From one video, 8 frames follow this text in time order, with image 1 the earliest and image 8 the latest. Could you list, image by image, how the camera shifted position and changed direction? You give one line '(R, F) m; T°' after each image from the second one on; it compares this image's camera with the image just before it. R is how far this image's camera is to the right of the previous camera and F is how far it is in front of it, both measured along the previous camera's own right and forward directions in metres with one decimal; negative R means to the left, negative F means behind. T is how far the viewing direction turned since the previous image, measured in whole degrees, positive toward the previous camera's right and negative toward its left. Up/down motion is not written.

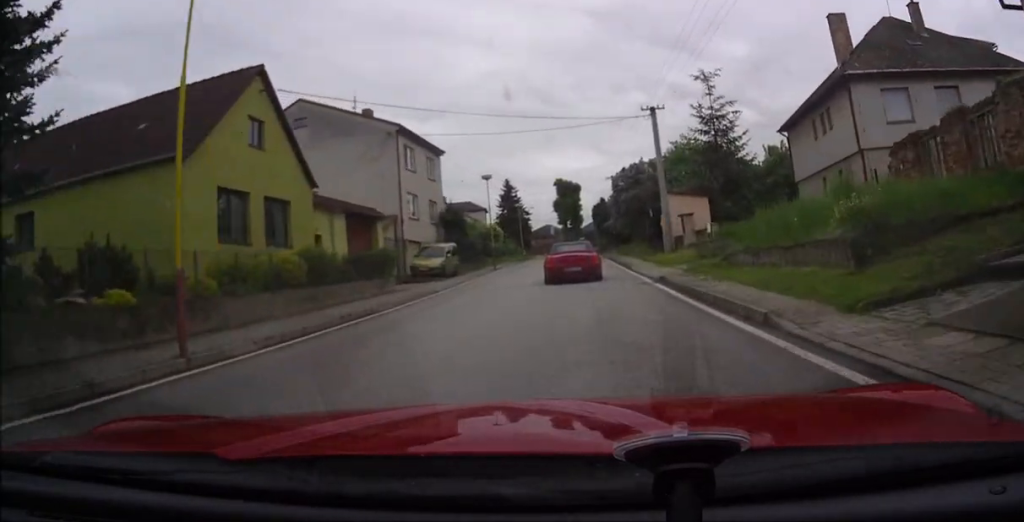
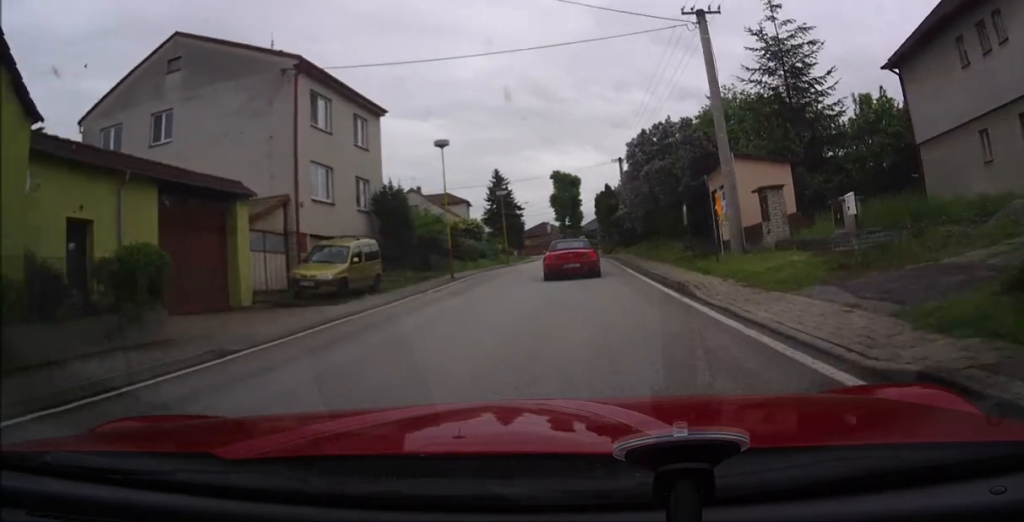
(0.0, +13.9) m; +1°
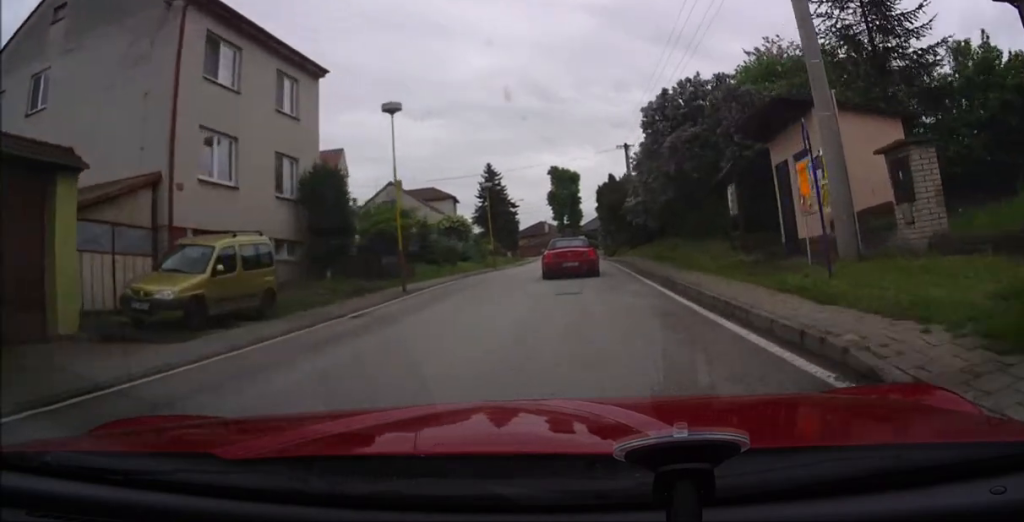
(-0.1, +7.8) m; +1°
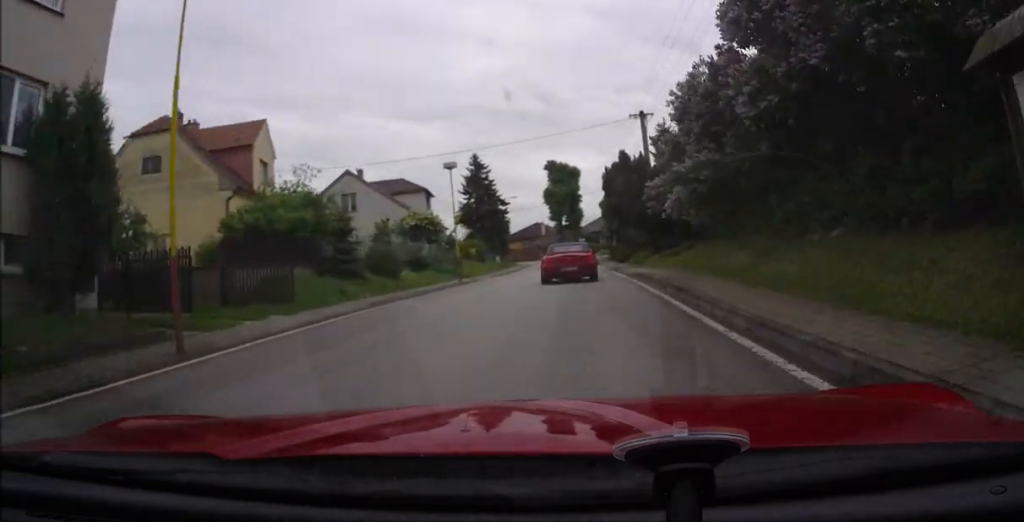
(+0.2, +12.2) m; +1°
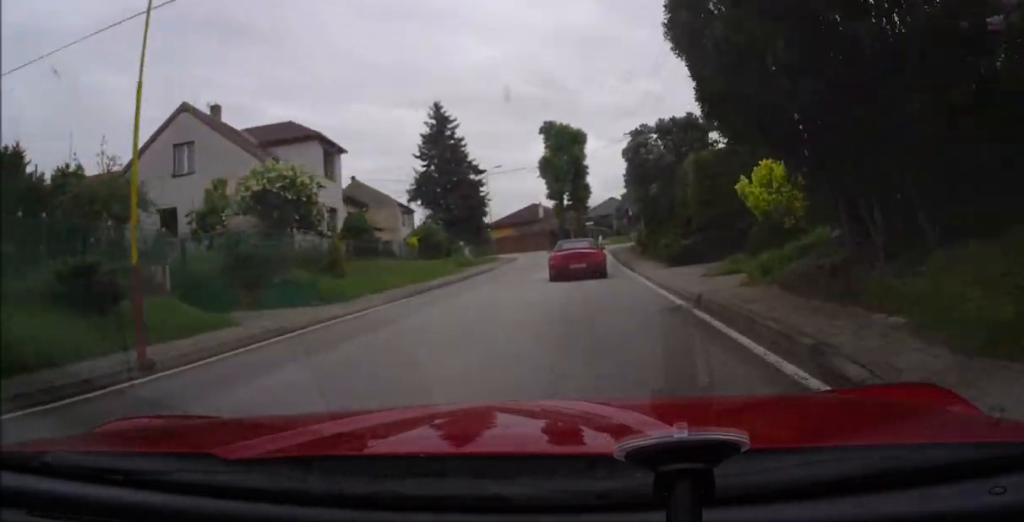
(-0.2, +23.7) m; -2°
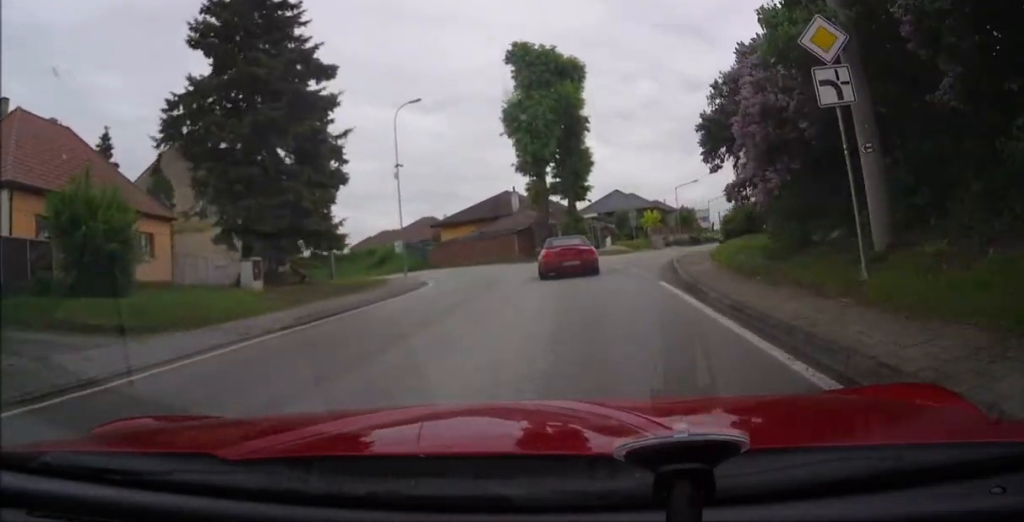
(0.0, +34.9) m; -1°
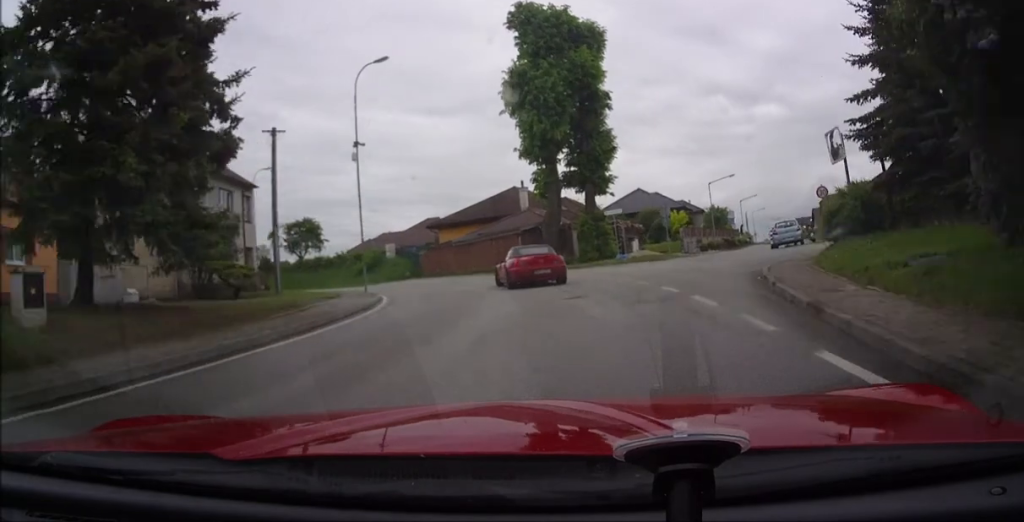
(-0.1, +10.0) m; 0°
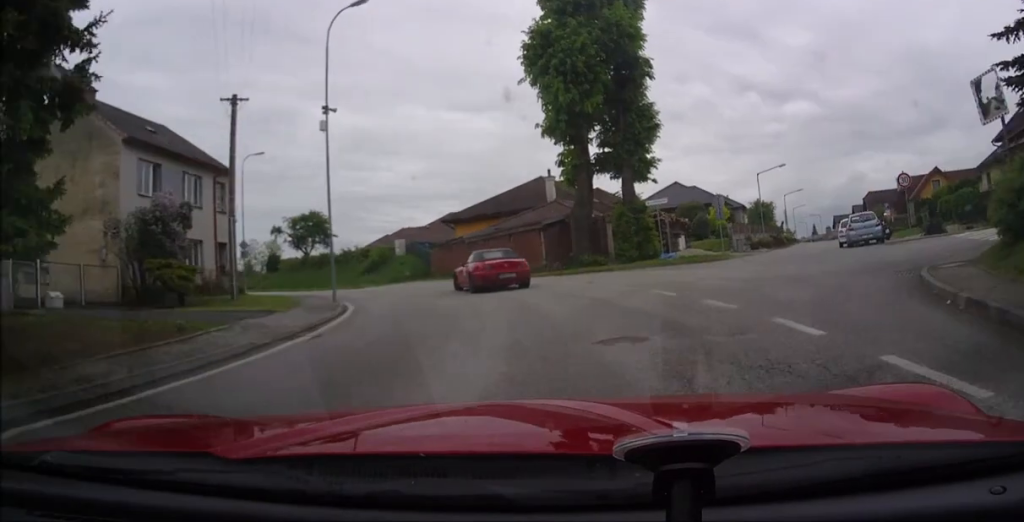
(0.0, +7.2) m; 0°
